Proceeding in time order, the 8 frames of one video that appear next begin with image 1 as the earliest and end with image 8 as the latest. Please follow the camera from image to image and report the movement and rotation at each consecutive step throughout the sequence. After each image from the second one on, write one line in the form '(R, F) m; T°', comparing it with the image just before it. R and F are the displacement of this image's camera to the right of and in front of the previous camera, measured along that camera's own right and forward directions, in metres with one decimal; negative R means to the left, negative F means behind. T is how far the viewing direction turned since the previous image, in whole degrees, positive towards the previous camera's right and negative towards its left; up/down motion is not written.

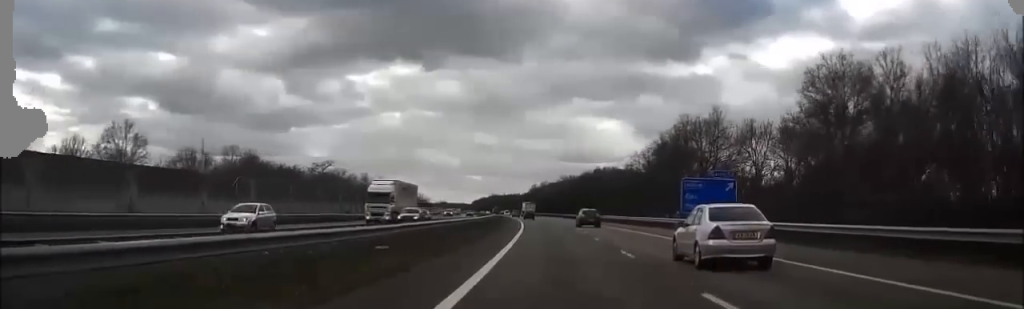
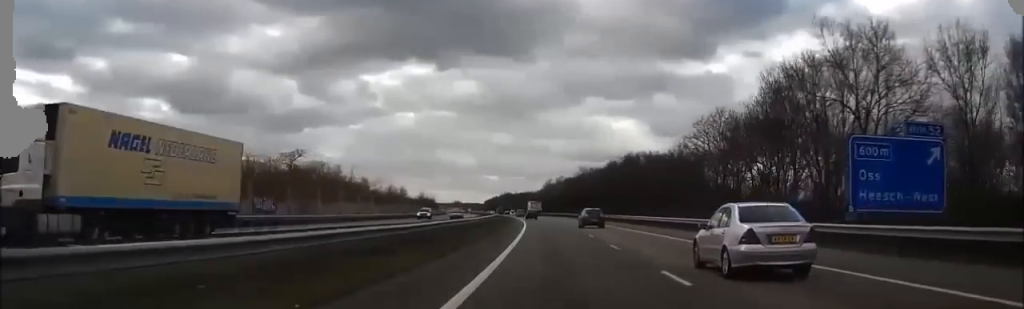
(-0.3, +31.3) m; -1°
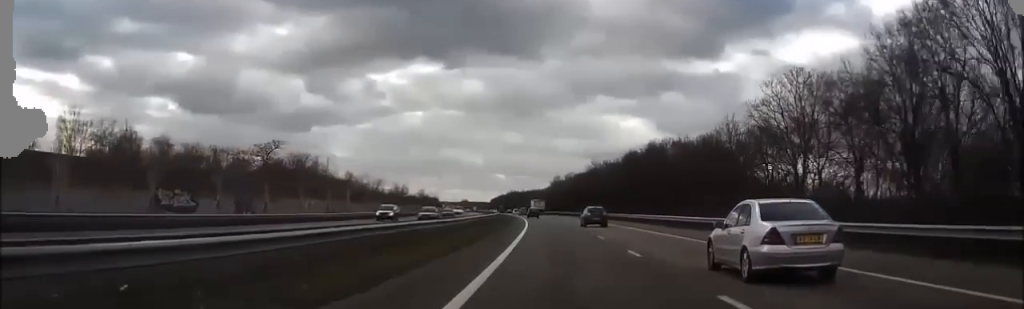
(0.0, +16.9) m; -1°
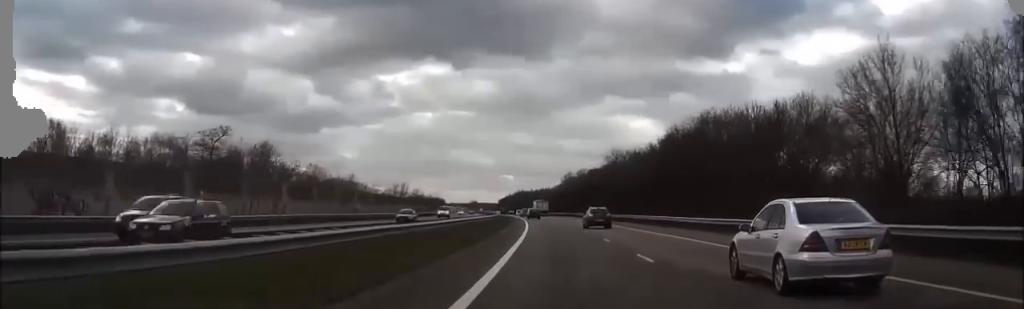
(-0.3, +25.4) m; -1°
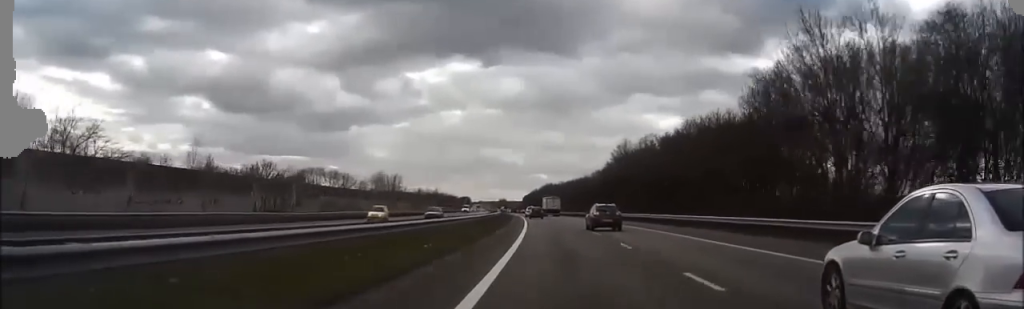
(-1.5, +78.7) m; -2°
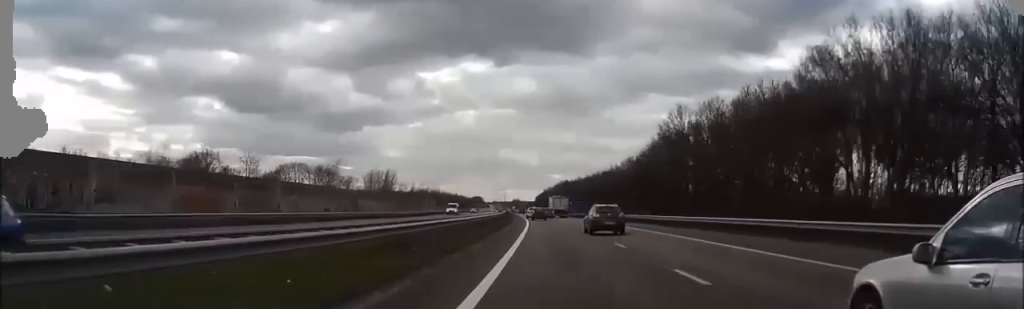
(-0.3, +34.8) m; -1°
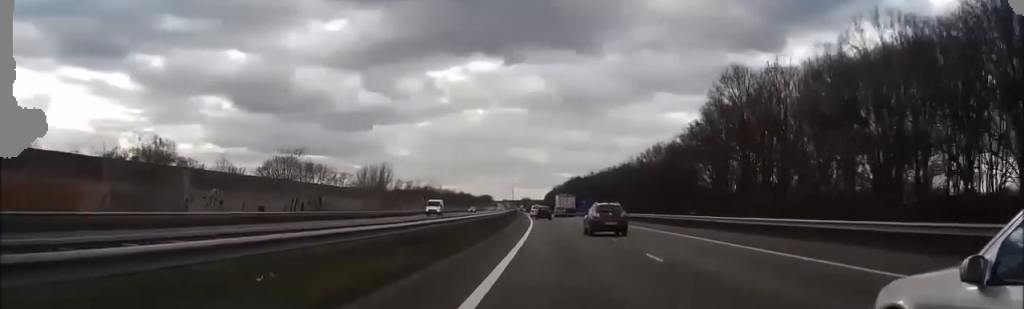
(-0.2, +18.9) m; -1°
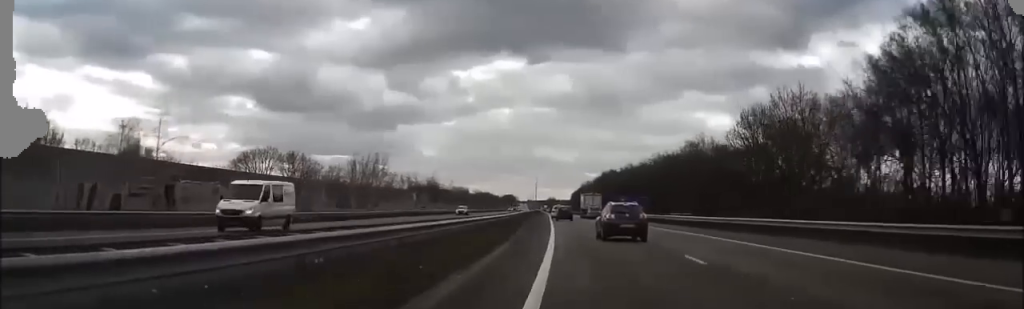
(-0.5, +36.0) m; -1°
